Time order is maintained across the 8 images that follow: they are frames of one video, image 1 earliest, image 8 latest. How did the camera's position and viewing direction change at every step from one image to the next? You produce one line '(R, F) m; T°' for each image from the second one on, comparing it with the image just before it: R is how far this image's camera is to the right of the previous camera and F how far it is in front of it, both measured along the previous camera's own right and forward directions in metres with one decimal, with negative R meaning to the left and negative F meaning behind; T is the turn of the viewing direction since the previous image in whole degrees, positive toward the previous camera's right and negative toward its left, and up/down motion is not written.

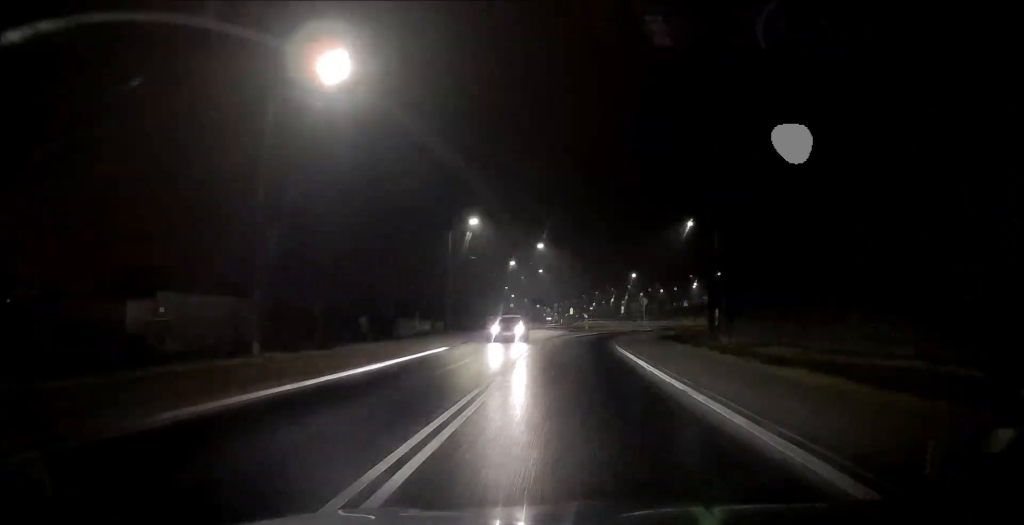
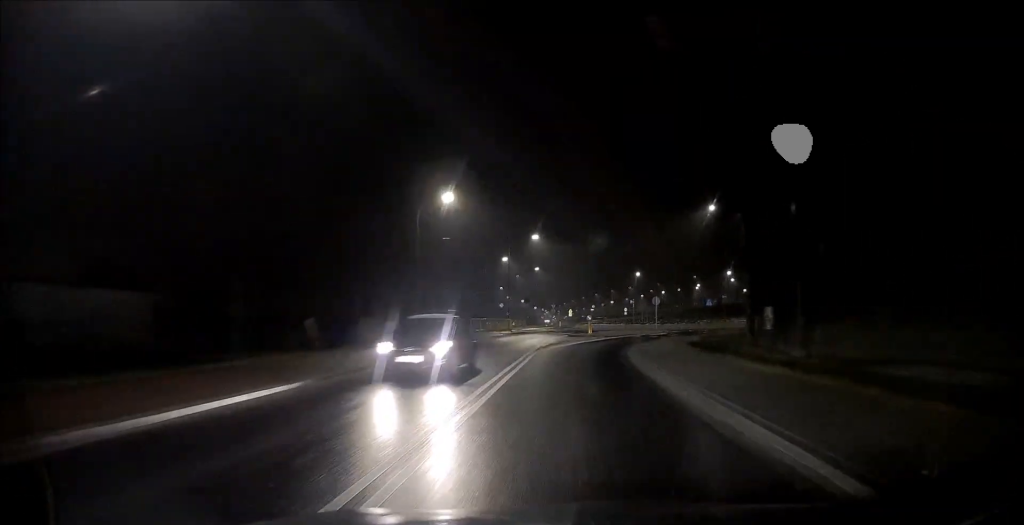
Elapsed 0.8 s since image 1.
(-0.2, +10.3) m; 0°
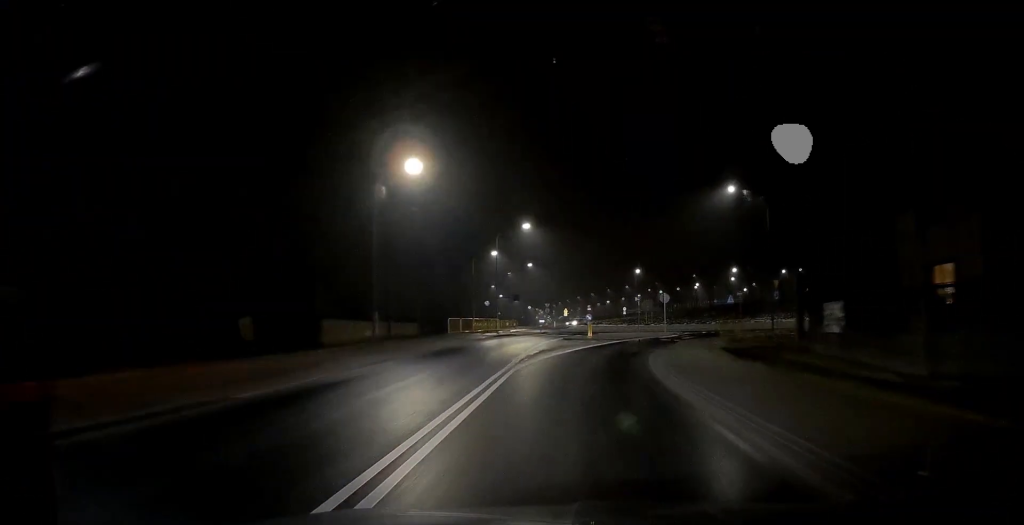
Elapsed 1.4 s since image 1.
(+0.1, +7.6) m; +2°
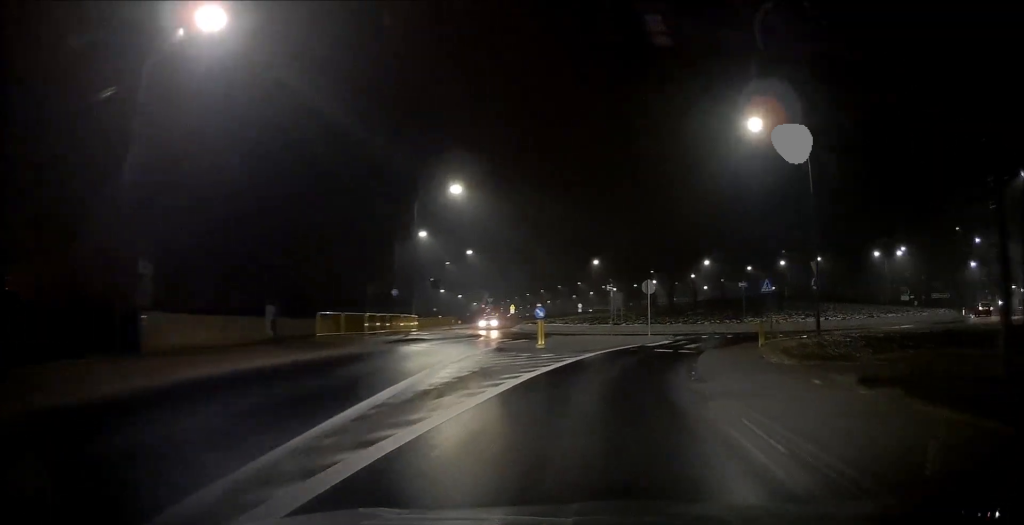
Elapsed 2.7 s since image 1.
(+0.7, +15.9) m; +4°
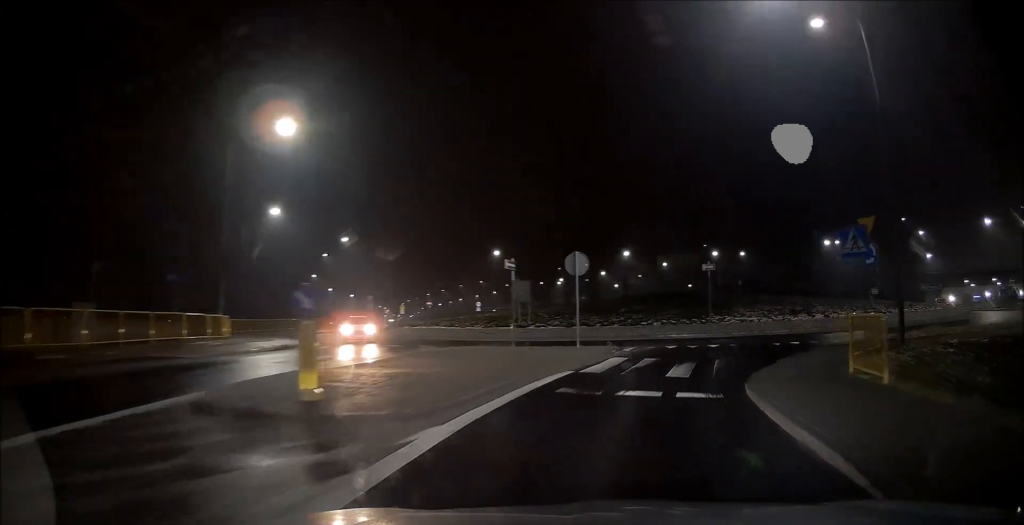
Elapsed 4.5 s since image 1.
(+0.6, +17.0) m; +7°
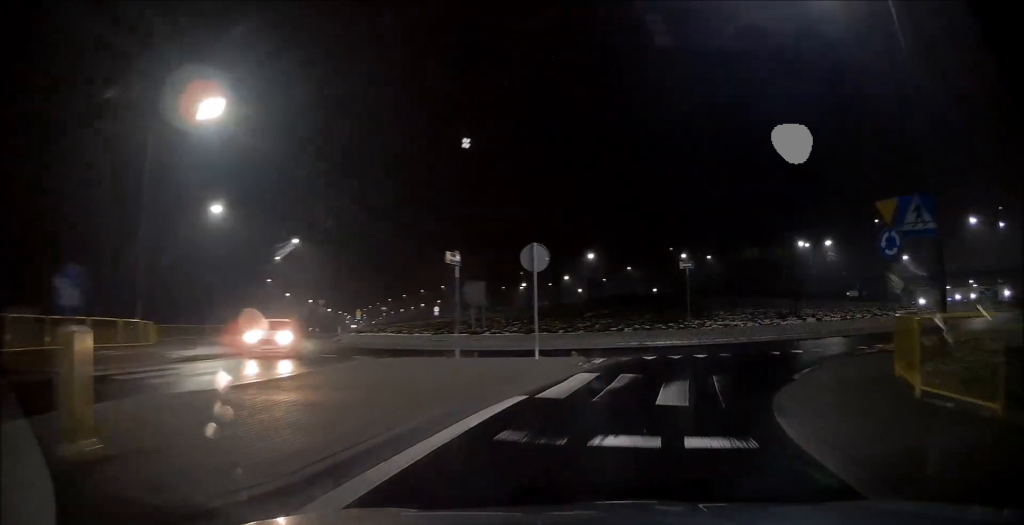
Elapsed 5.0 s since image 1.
(+0.1, +4.4) m; +4°
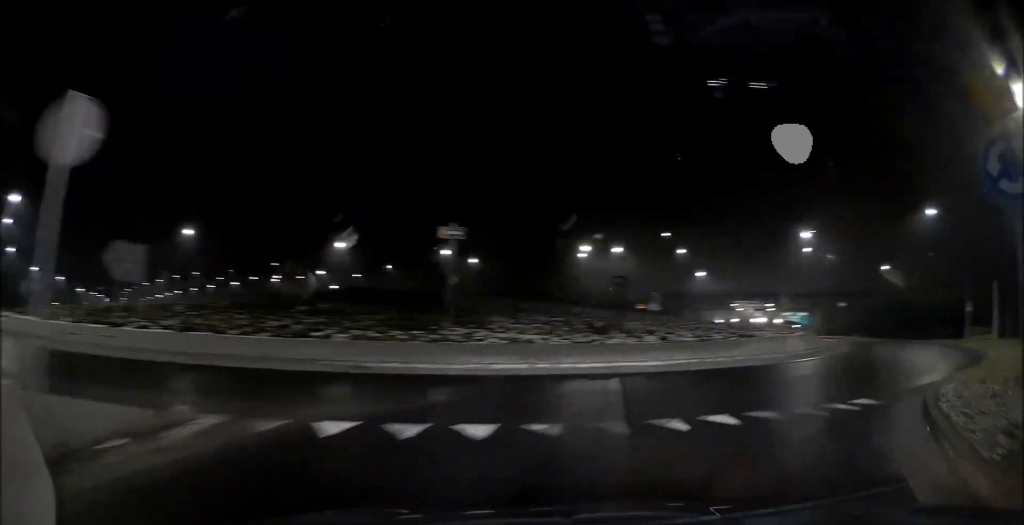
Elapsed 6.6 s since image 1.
(+1.8, +11.6) m; +22°
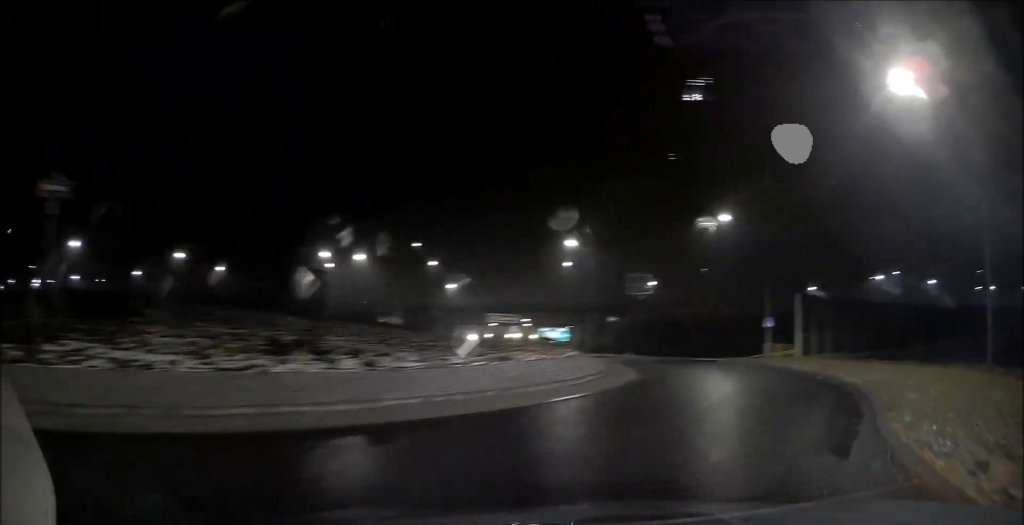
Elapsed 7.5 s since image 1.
(+0.8, +6.2) m; +16°
